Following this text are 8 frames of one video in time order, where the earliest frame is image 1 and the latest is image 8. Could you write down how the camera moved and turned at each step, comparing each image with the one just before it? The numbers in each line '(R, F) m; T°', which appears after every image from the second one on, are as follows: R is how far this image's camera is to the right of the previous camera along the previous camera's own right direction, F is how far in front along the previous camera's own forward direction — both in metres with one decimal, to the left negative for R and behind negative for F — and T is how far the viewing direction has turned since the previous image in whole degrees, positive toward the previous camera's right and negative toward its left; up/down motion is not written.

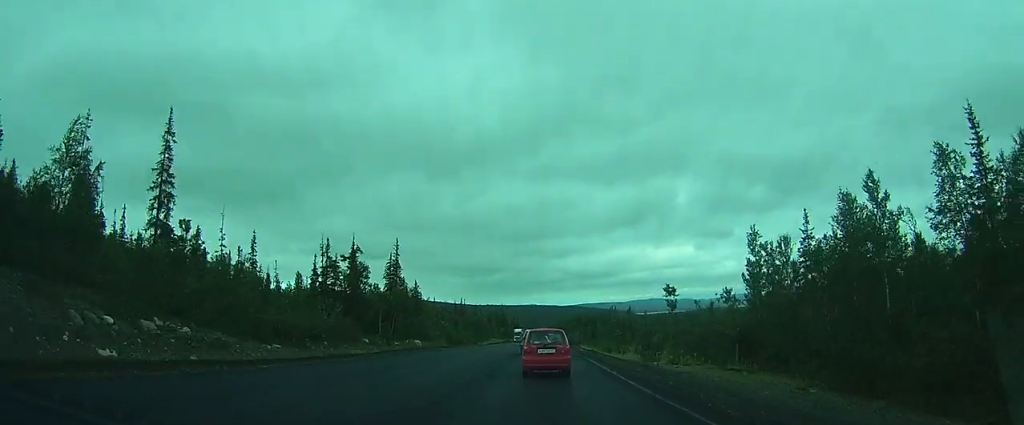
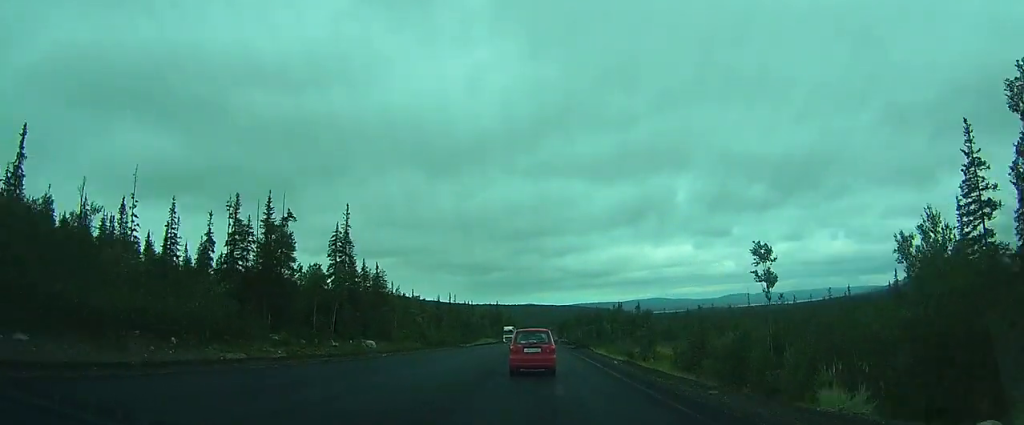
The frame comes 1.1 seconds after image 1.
(-0.2, +22.4) m; -1°
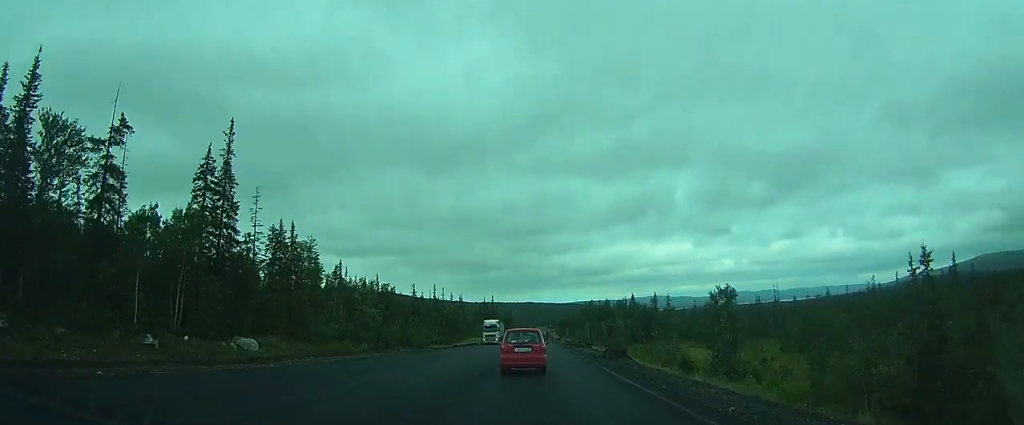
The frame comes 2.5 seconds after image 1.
(-0.2, +26.8) m; 0°
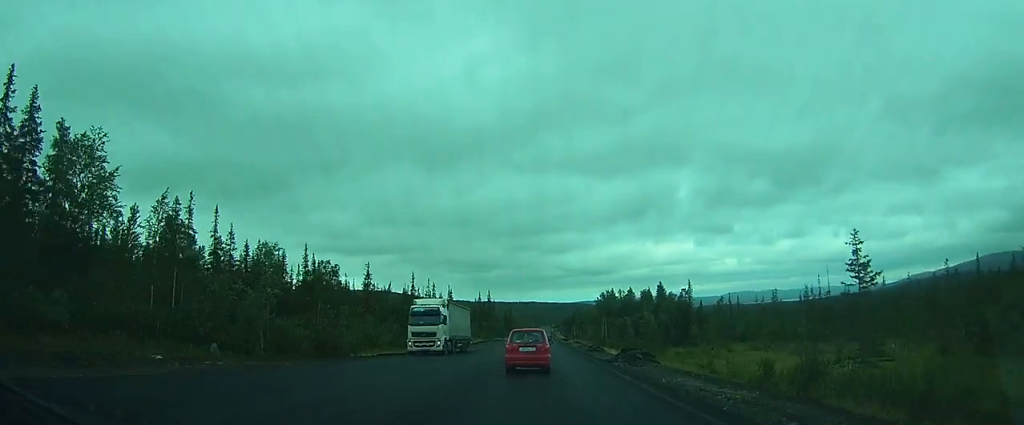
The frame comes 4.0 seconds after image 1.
(+0.3, +31.6) m; 0°
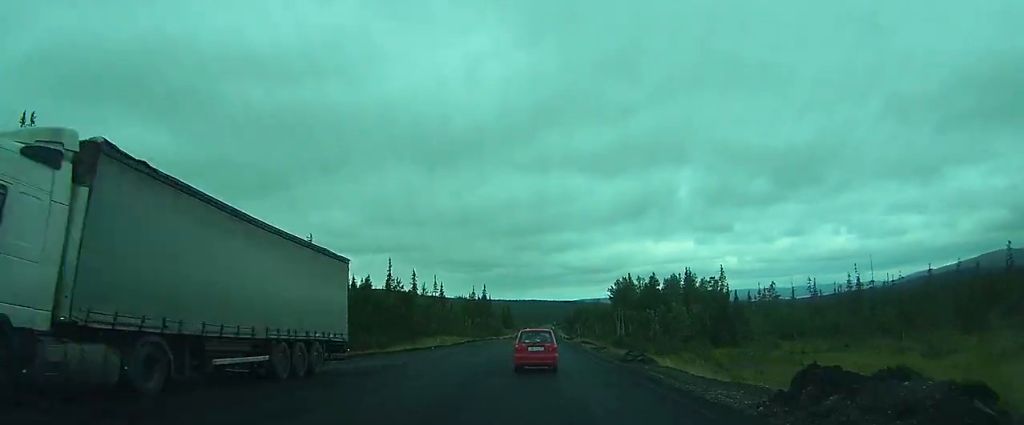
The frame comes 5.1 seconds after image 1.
(-0.1, +20.5) m; -1°
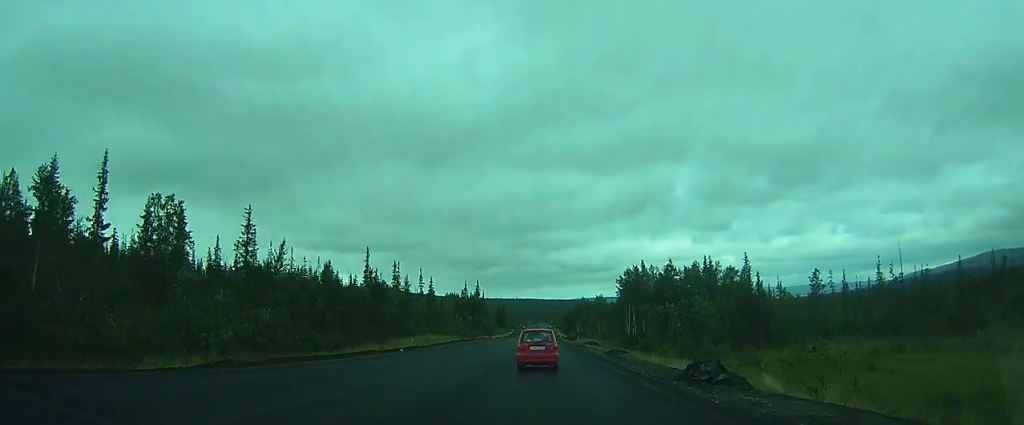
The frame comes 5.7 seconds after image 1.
(-0.1, +12.3) m; -2°
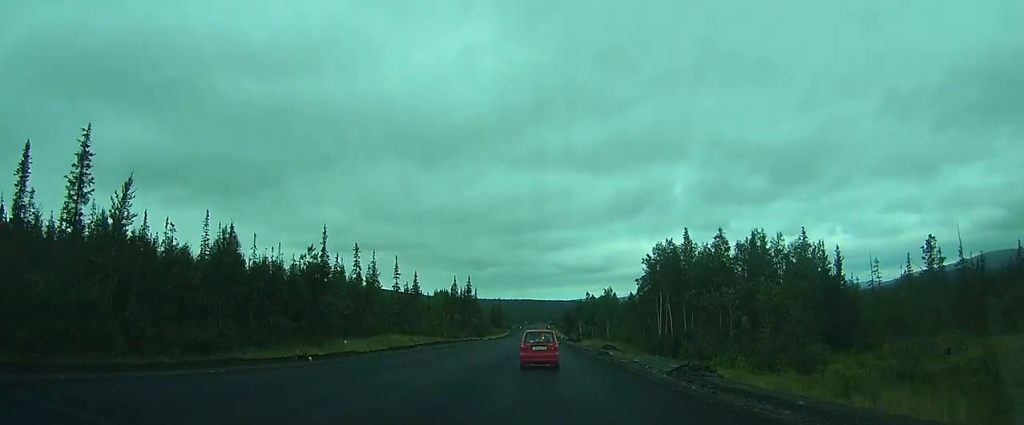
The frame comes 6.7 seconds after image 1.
(-0.7, +18.6) m; -1°
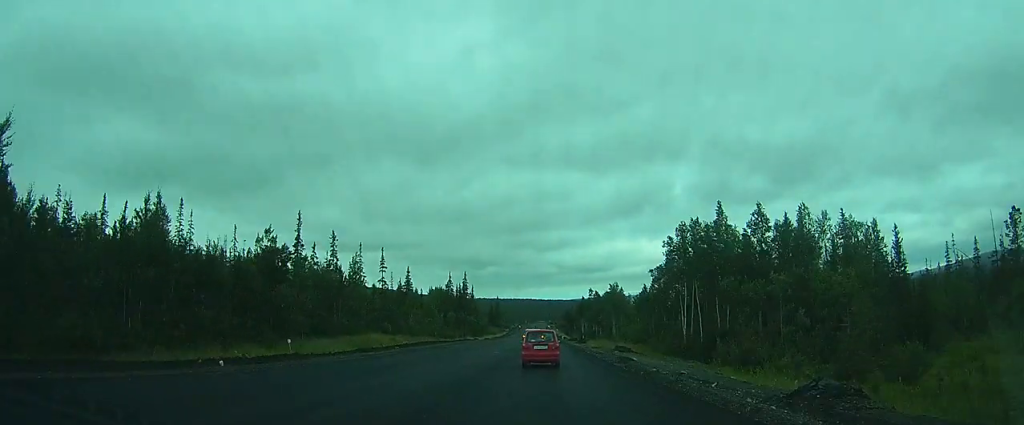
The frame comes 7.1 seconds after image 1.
(-0.2, +8.4) m; 0°
